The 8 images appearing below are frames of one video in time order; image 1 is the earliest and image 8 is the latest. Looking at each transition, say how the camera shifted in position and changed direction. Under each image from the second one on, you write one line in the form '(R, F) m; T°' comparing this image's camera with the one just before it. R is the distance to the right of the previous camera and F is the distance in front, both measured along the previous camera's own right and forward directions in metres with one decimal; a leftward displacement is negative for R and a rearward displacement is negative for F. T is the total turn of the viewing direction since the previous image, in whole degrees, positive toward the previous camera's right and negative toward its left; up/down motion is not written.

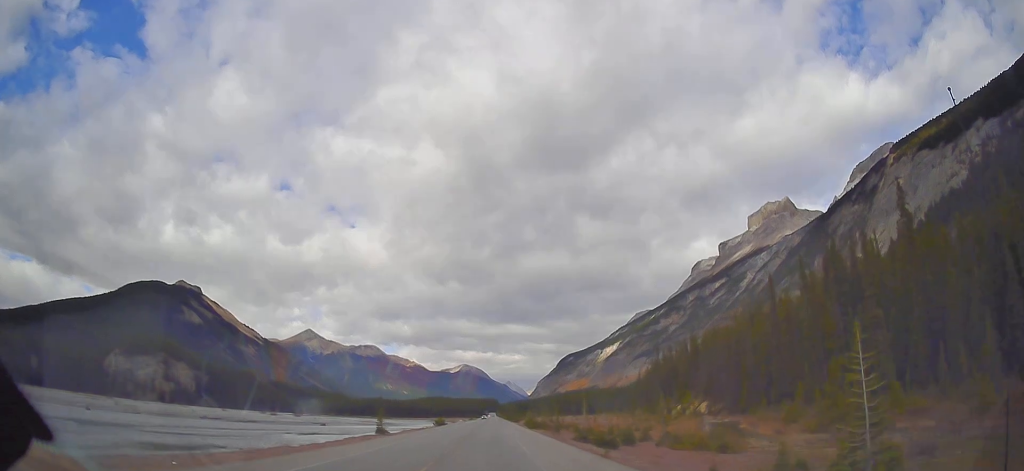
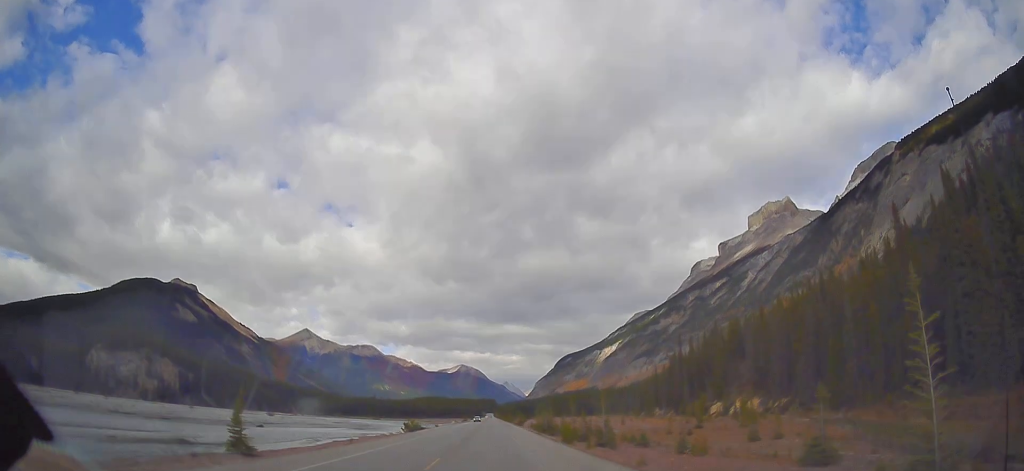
(-0.1, +35.2) m; 0°
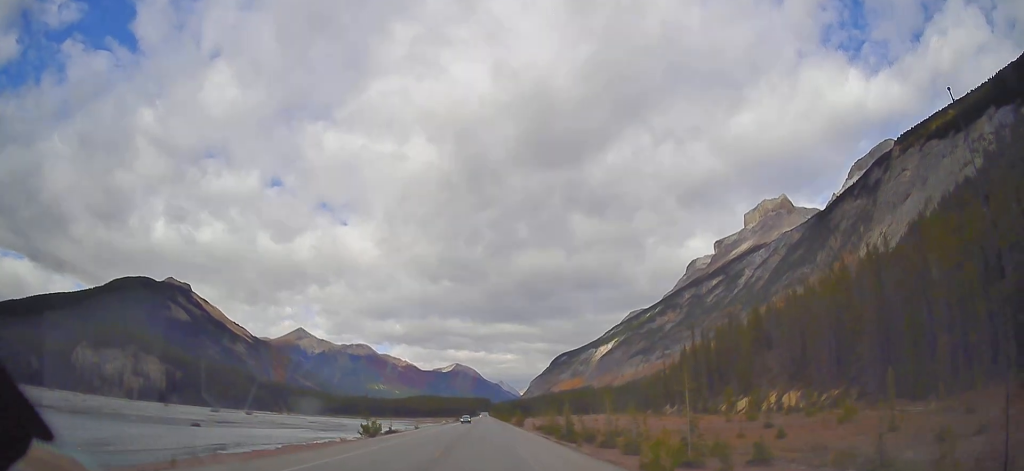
(+0.3, +21.8) m; +1°
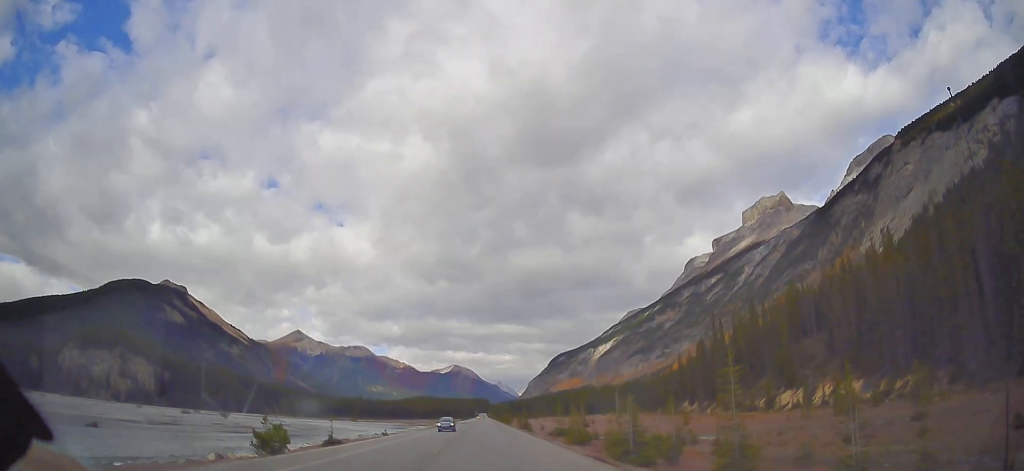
(+0.1, +22.8) m; 0°
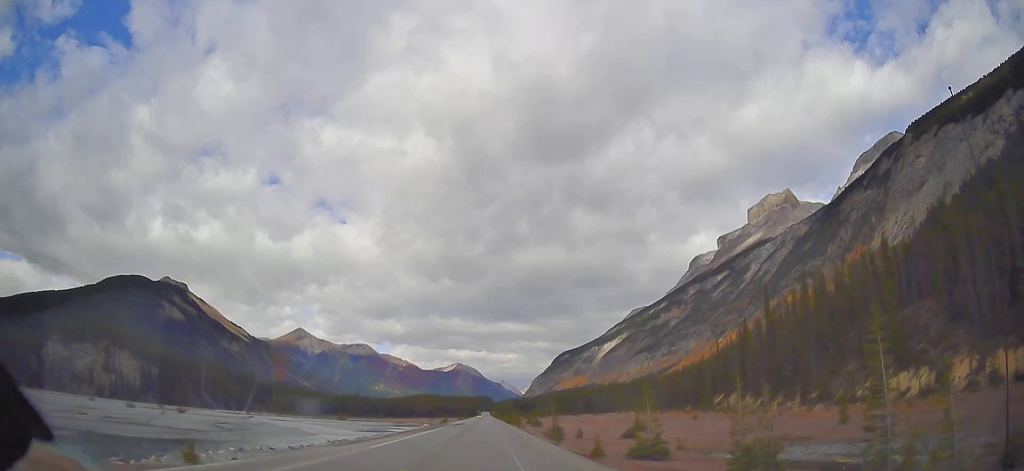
(-0.4, +38.7) m; 0°
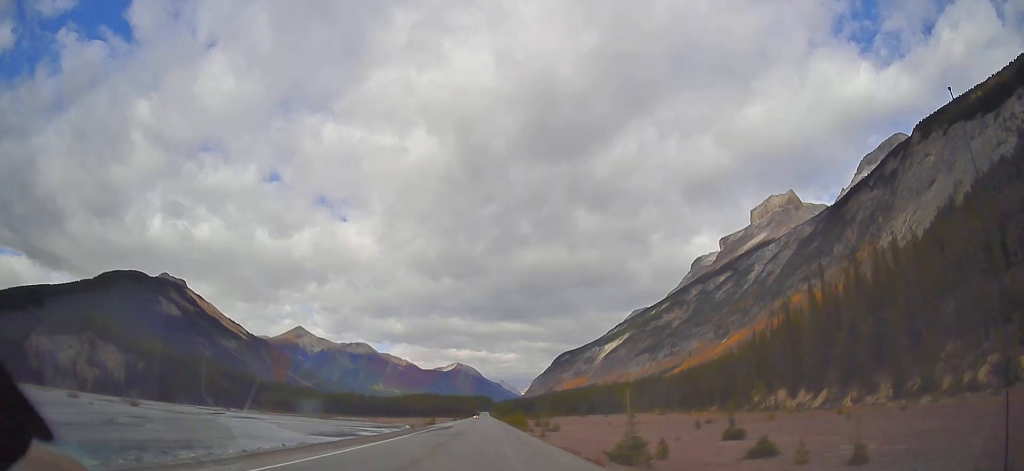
(+0.1, +29.7) m; 0°
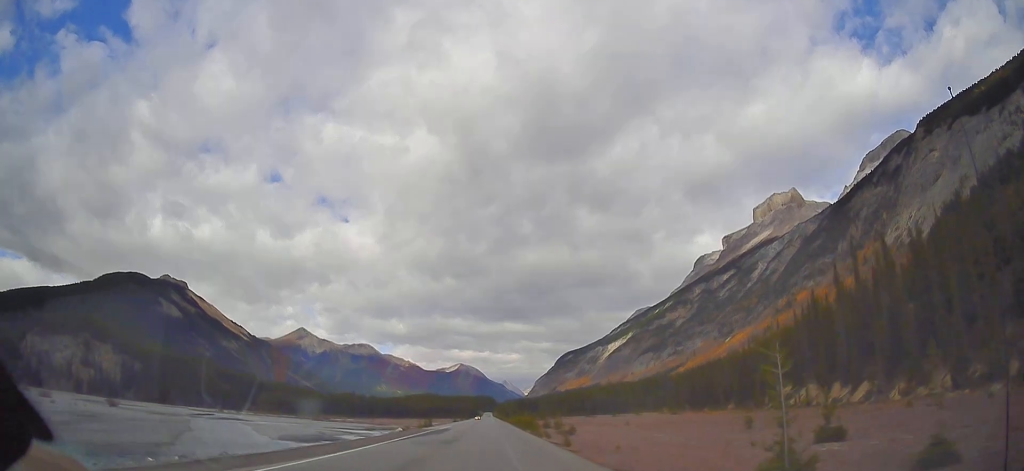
(-0.1, +13.2) m; 0°
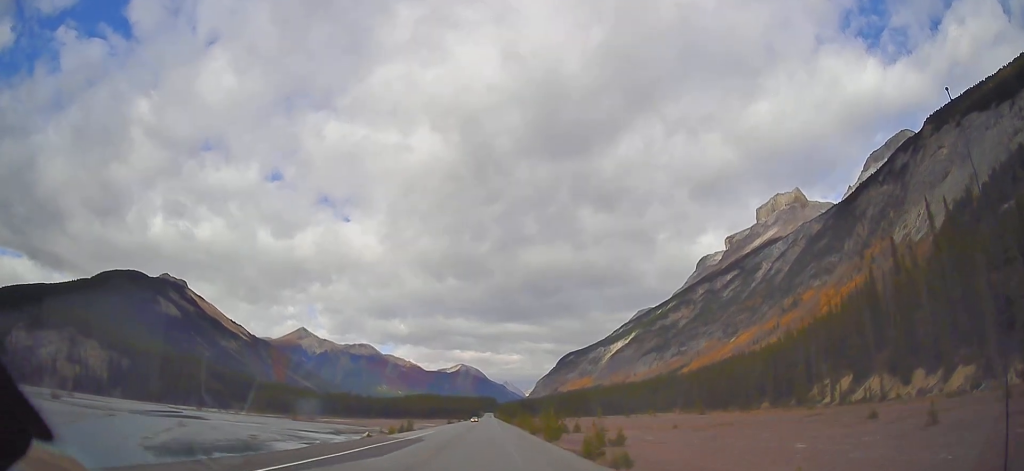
(+0.1, +27.1) m; 0°
